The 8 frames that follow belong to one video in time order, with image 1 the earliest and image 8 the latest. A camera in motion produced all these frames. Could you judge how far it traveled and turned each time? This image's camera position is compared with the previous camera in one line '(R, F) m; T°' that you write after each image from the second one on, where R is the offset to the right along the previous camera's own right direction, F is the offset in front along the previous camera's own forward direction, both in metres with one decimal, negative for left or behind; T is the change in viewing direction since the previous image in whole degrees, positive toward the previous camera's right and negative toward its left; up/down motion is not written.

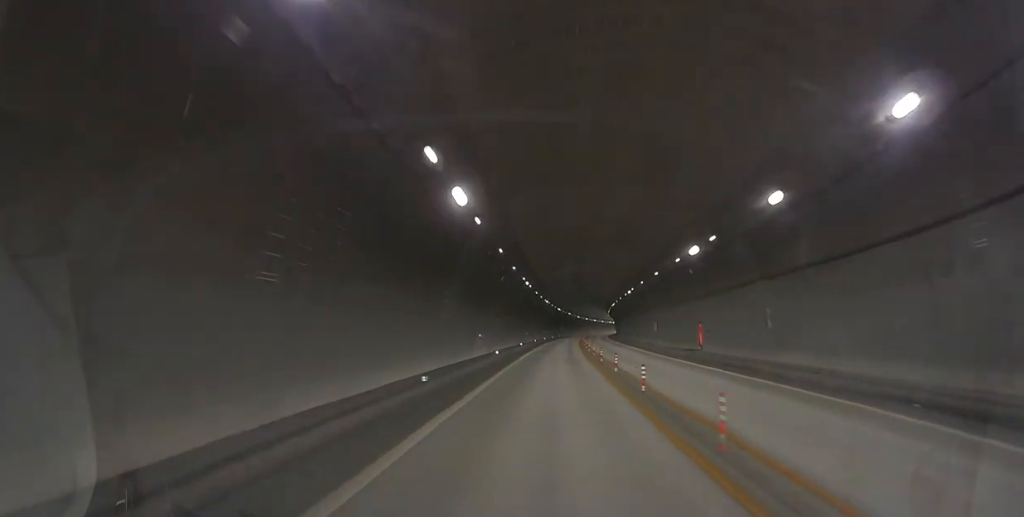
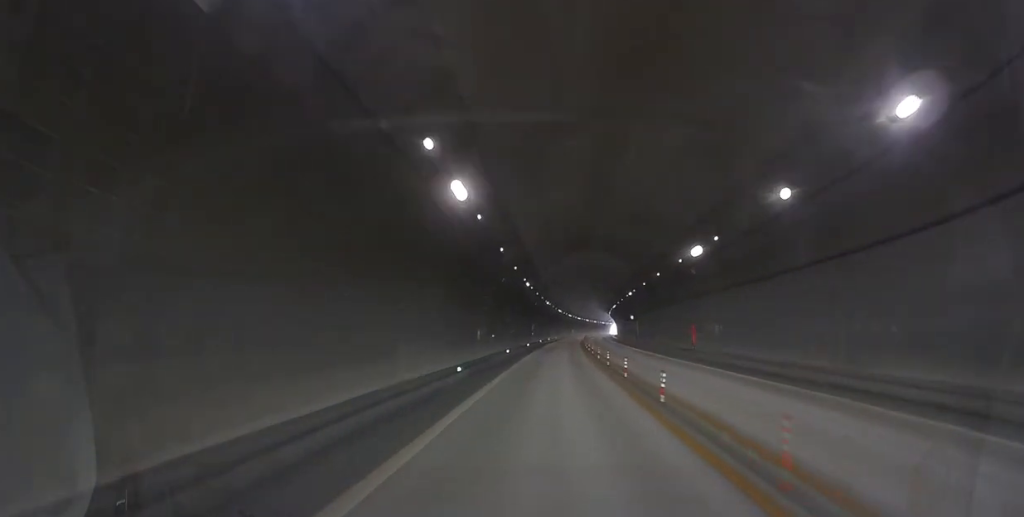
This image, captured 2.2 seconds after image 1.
(+0.4, +46.8) m; 0°
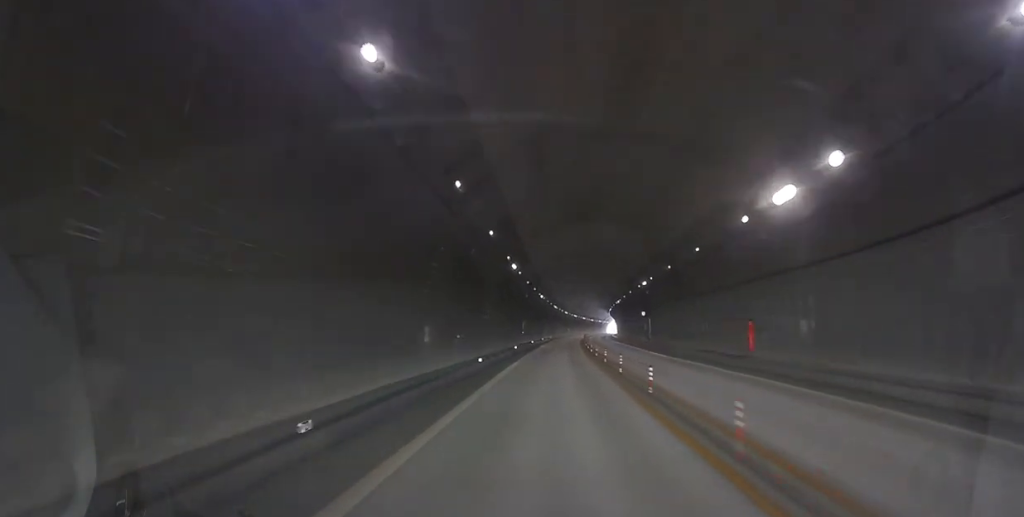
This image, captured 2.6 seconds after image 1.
(0.0, +8.6) m; 0°
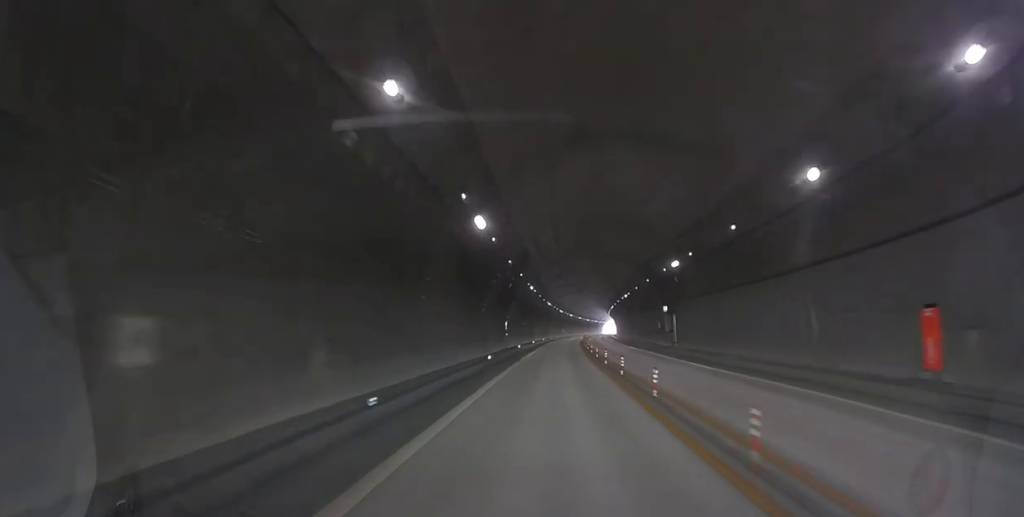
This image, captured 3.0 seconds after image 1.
(0.0, +10.1) m; 0°
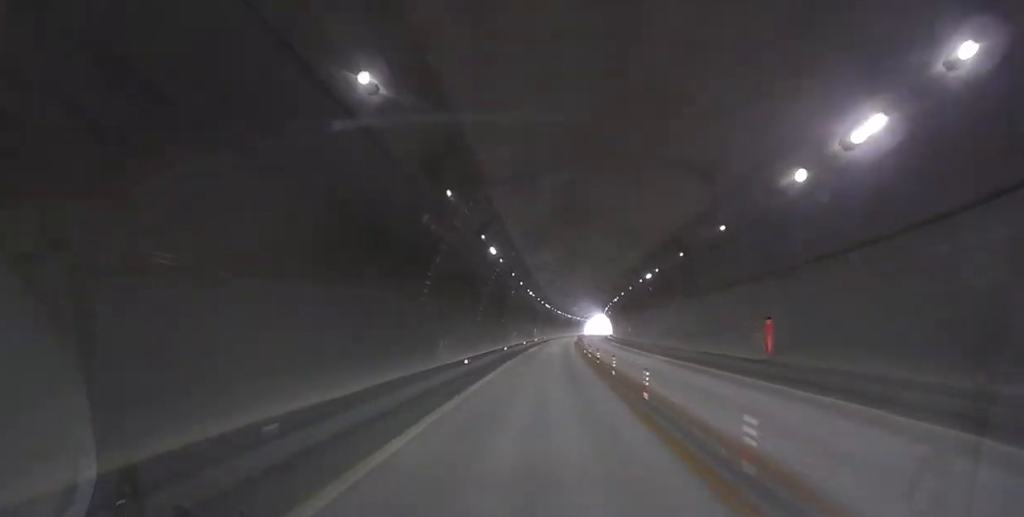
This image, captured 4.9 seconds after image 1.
(0.0, +40.1) m; 0°
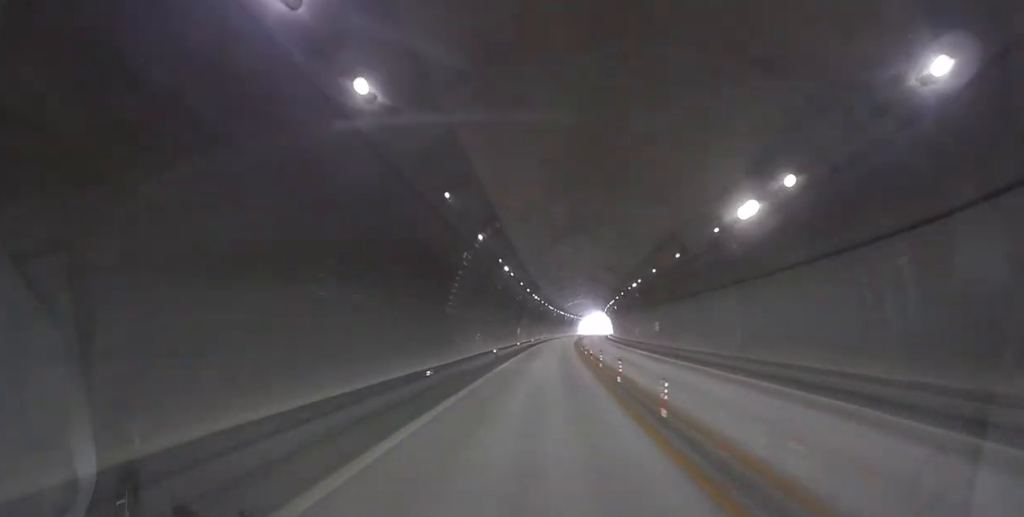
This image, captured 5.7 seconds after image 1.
(0.0, +16.5) m; 0°
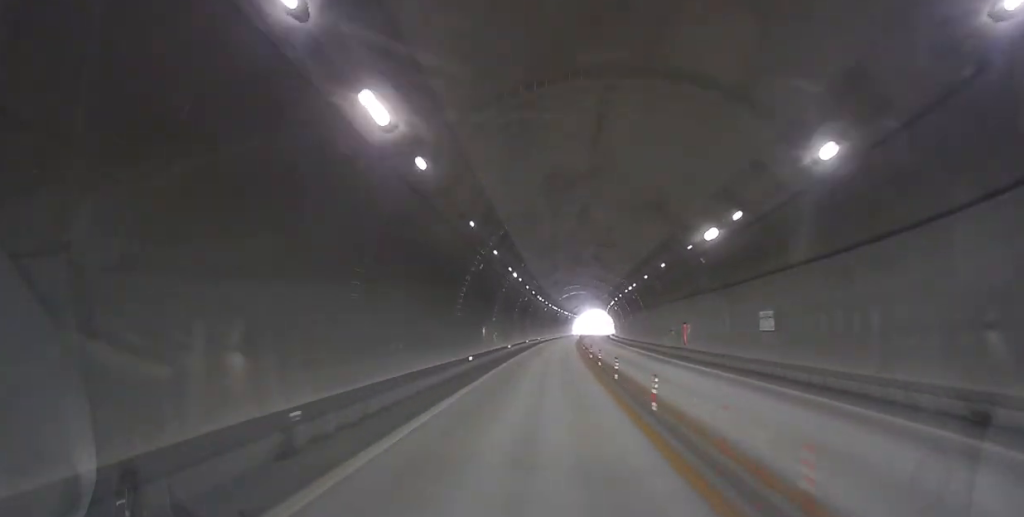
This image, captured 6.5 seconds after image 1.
(0.0, +18.6) m; 0°
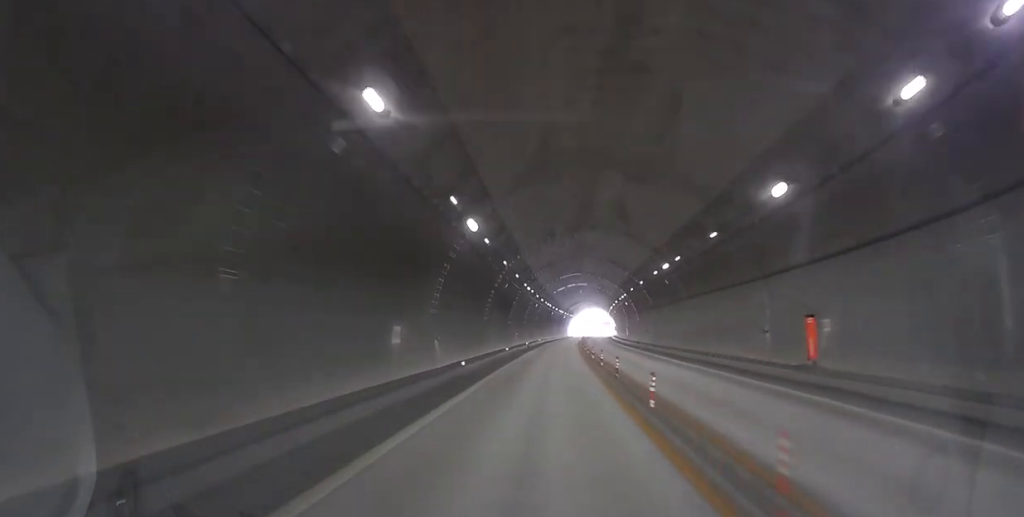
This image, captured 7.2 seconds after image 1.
(0.0, +15.0) m; 0°
